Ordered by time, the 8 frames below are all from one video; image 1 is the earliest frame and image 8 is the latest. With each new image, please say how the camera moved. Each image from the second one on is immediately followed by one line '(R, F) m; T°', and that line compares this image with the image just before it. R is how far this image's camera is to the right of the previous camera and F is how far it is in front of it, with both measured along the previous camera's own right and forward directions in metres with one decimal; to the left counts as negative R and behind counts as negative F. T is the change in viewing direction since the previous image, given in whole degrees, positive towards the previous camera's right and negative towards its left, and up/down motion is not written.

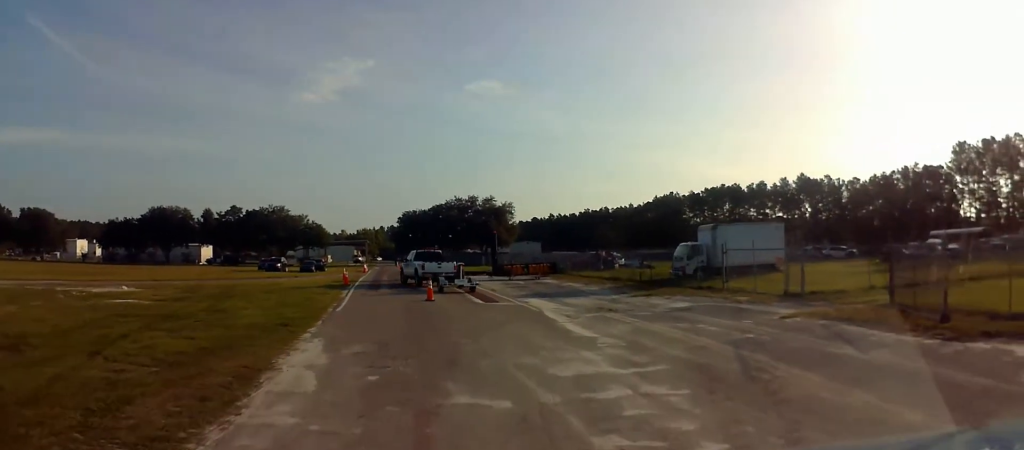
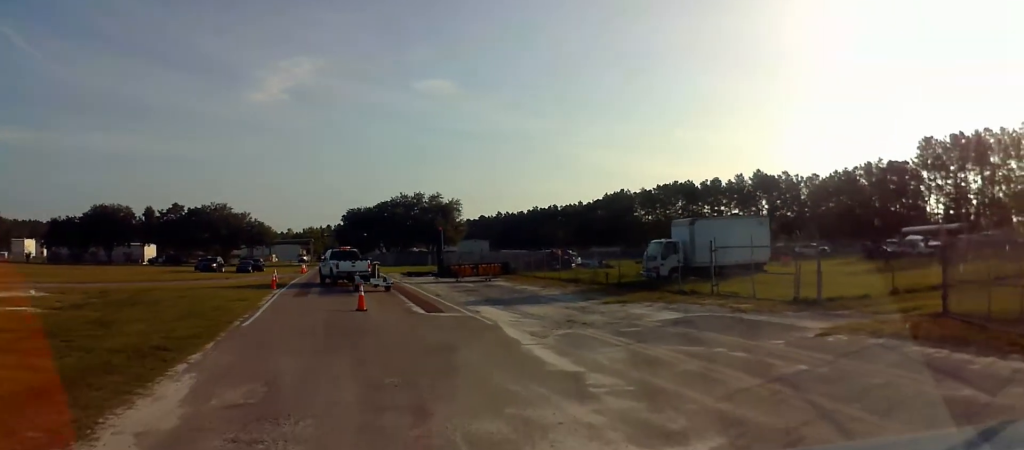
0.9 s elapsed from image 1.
(0.0, +4.8) m; 0°
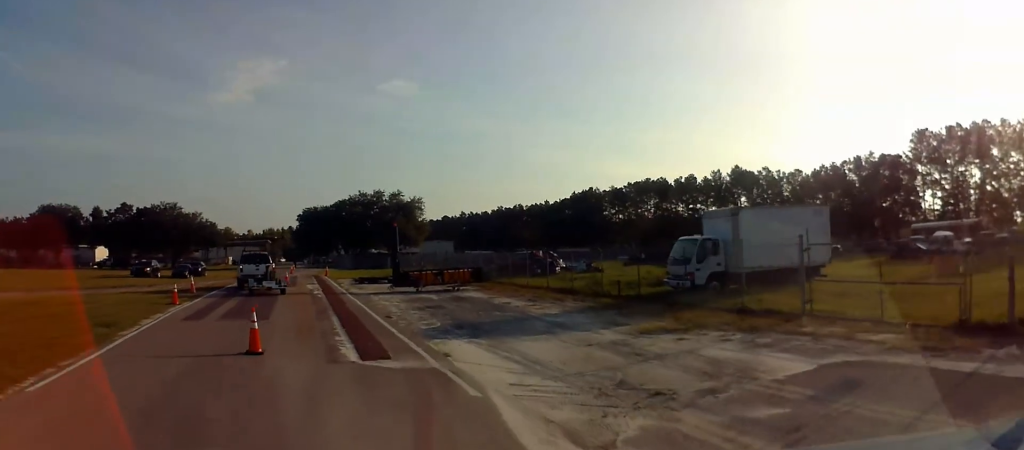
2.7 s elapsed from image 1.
(+0.1, +9.1) m; 0°
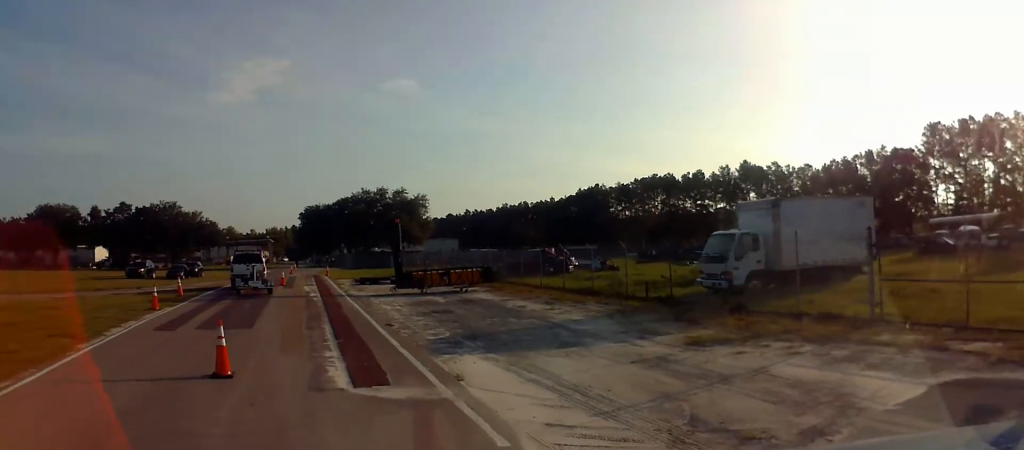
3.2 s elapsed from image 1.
(0.0, +2.6) m; 0°
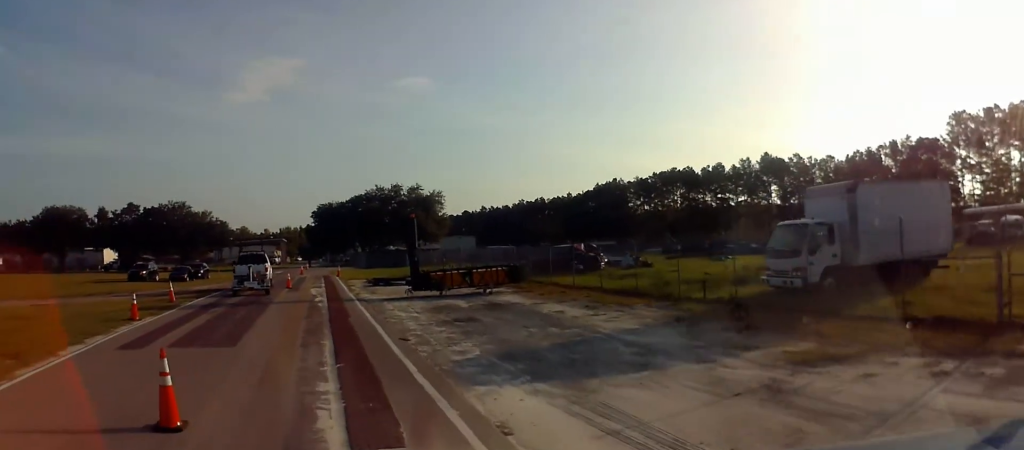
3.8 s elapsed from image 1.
(0.0, +3.3) m; 0°
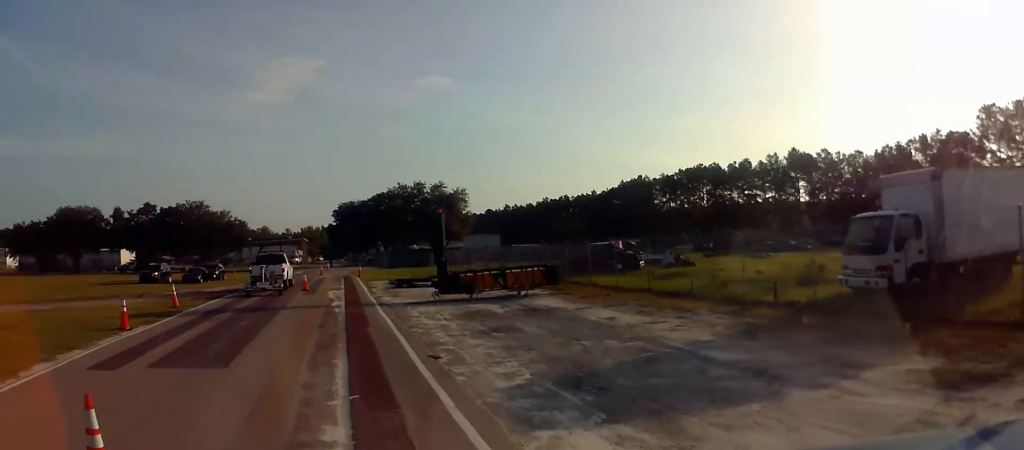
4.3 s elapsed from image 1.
(0.0, +2.6) m; 0°
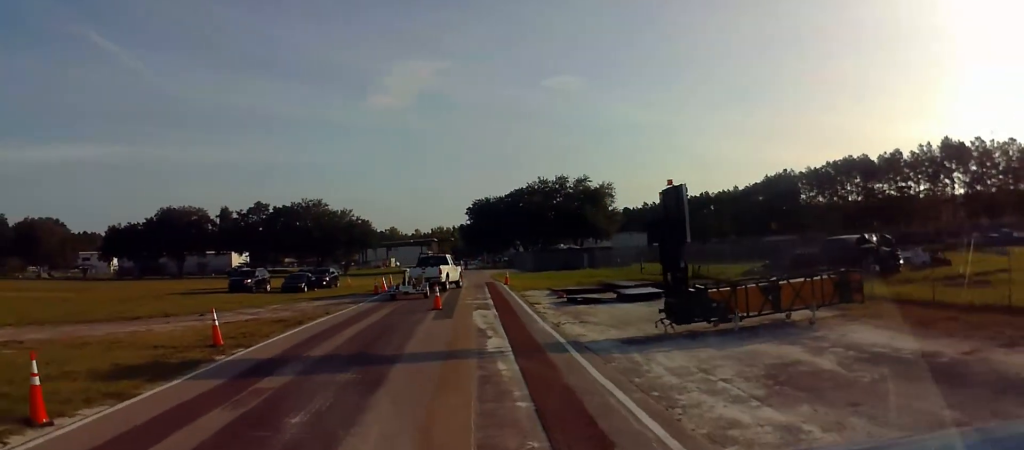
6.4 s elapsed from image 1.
(-0.9, +10.8) m; -14°
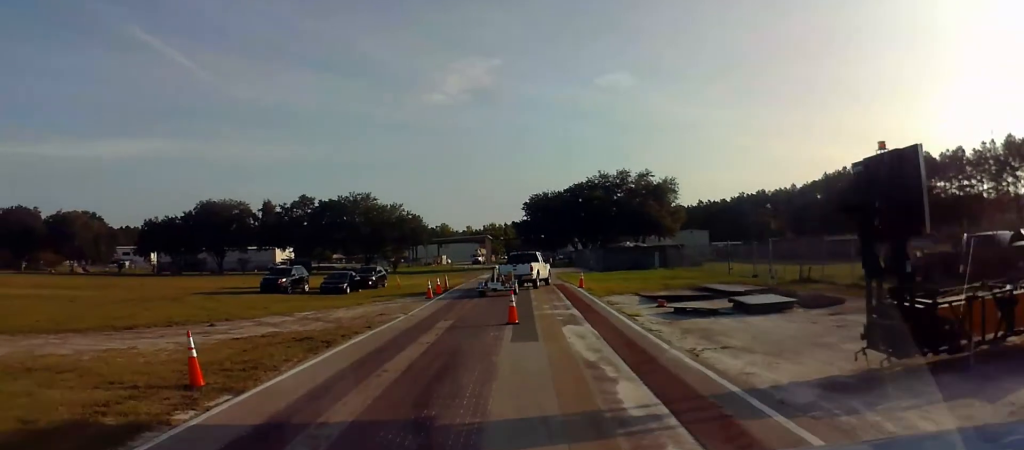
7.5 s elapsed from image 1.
(-0.5, +5.7) m; -4°
